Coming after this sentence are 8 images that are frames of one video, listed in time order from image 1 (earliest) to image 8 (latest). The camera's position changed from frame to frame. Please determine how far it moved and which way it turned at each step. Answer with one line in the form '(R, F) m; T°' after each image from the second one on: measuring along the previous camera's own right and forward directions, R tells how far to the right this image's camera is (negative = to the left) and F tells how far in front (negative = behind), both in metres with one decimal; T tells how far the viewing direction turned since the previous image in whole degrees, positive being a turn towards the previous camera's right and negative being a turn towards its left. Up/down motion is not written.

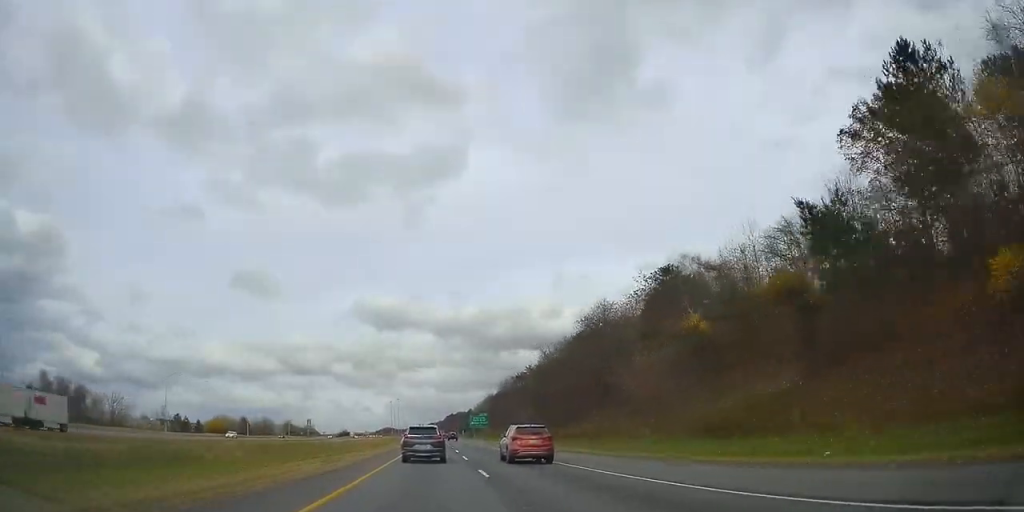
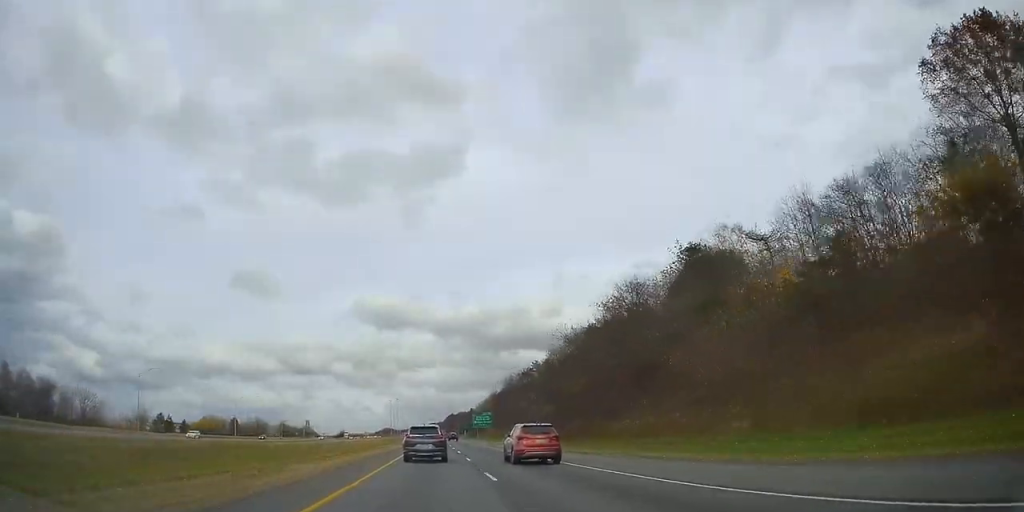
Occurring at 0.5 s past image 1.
(-0.5, +13.6) m; -1°
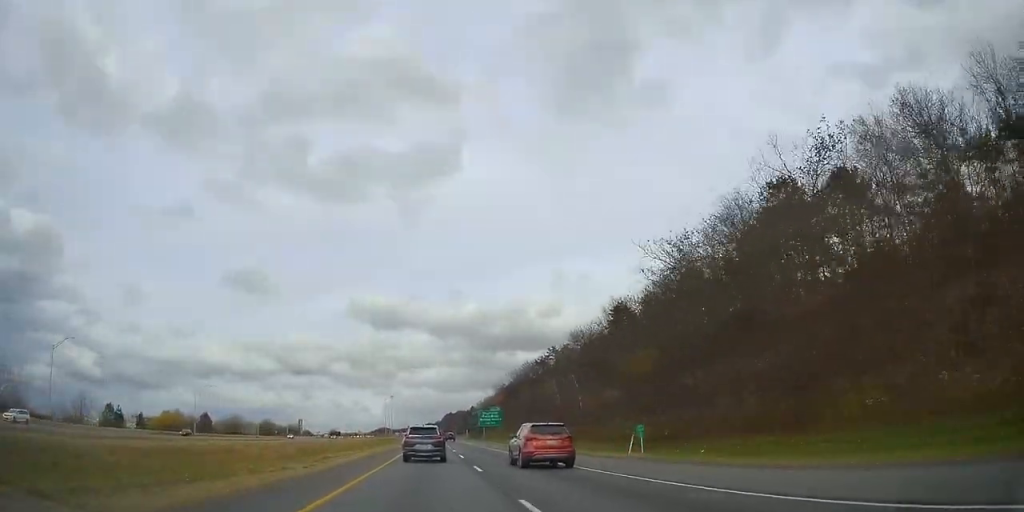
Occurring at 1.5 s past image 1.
(-0.5, +31.5) m; -1°
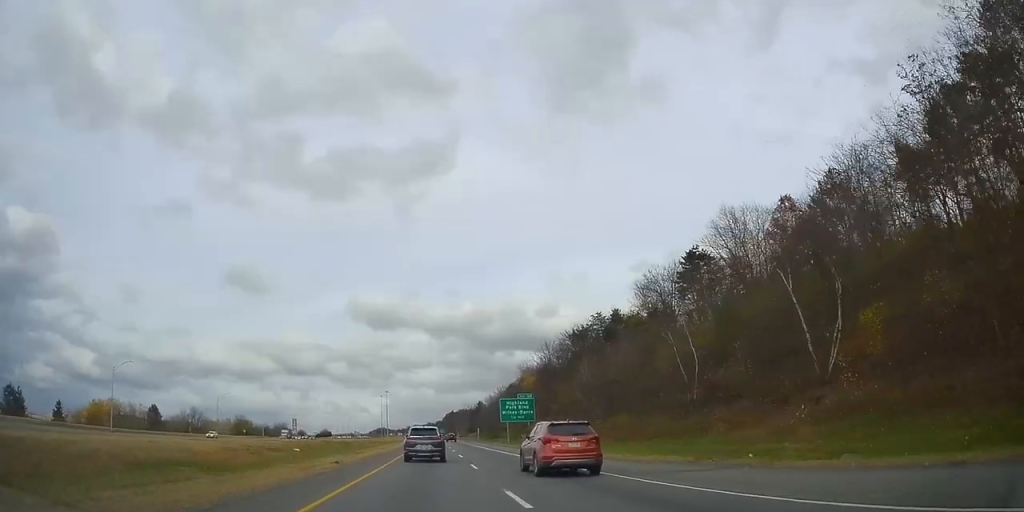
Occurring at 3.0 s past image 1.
(-0.3, +46.2) m; +1°
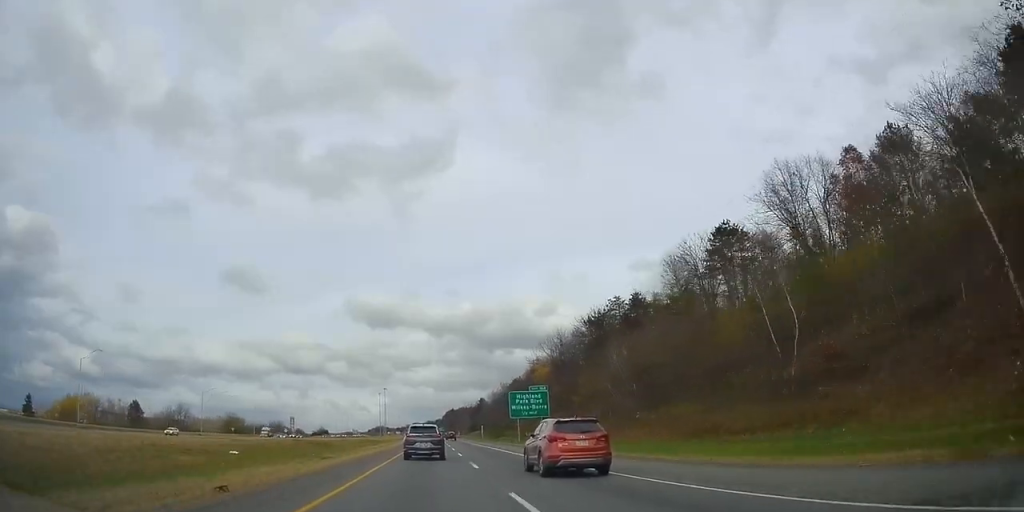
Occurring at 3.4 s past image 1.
(+0.4, +12.8) m; +1°
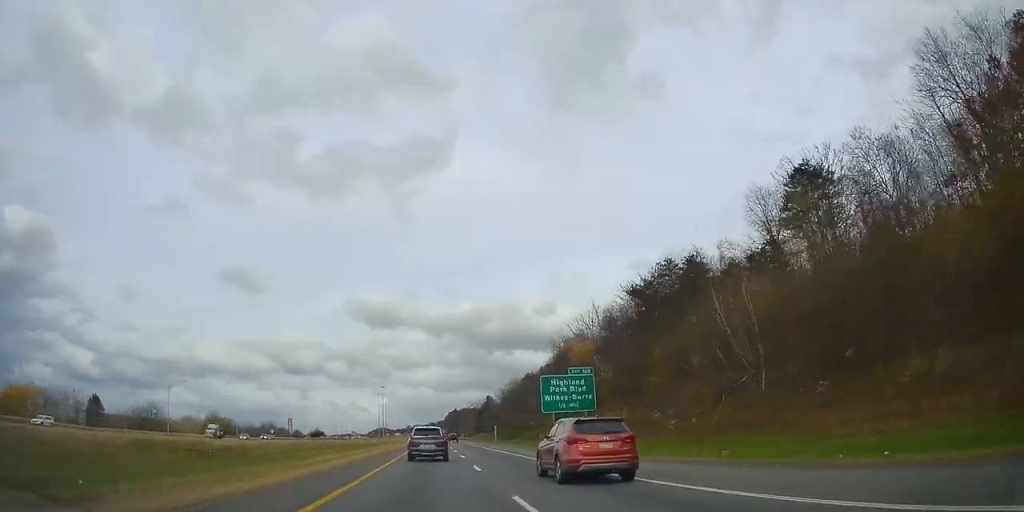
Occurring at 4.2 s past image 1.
(+0.4, +24.6) m; 0°
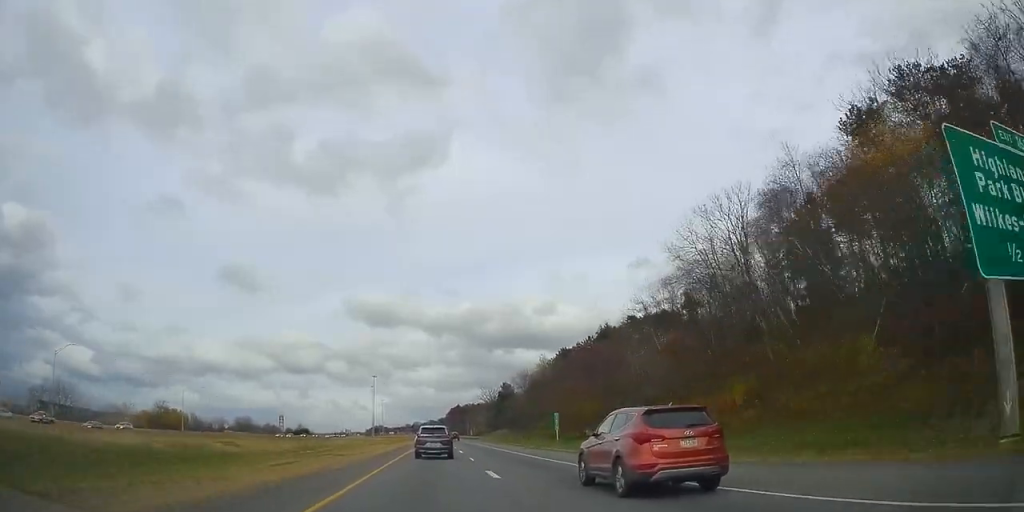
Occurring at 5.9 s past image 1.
(-1.6, +52.8) m; -2°
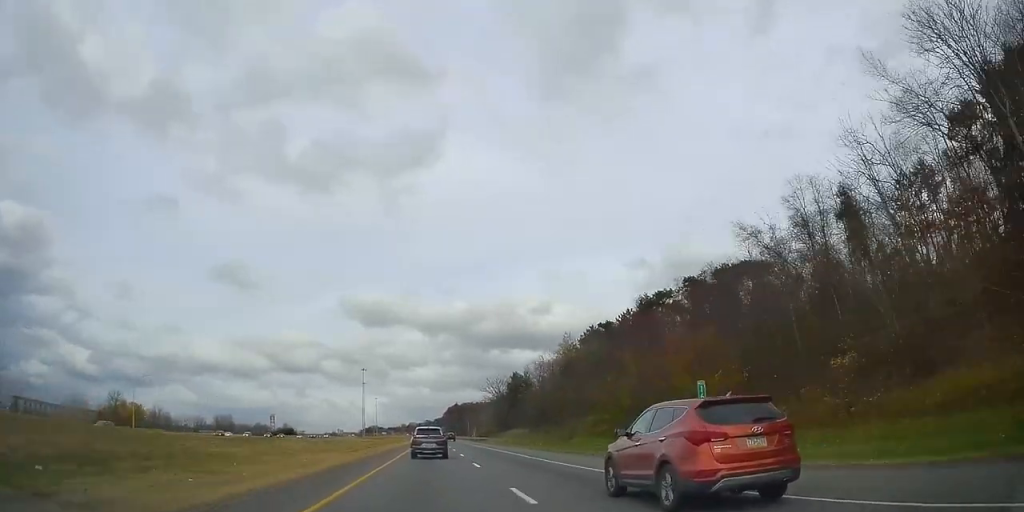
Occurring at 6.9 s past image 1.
(+0.5, +30.4) m; 0°
